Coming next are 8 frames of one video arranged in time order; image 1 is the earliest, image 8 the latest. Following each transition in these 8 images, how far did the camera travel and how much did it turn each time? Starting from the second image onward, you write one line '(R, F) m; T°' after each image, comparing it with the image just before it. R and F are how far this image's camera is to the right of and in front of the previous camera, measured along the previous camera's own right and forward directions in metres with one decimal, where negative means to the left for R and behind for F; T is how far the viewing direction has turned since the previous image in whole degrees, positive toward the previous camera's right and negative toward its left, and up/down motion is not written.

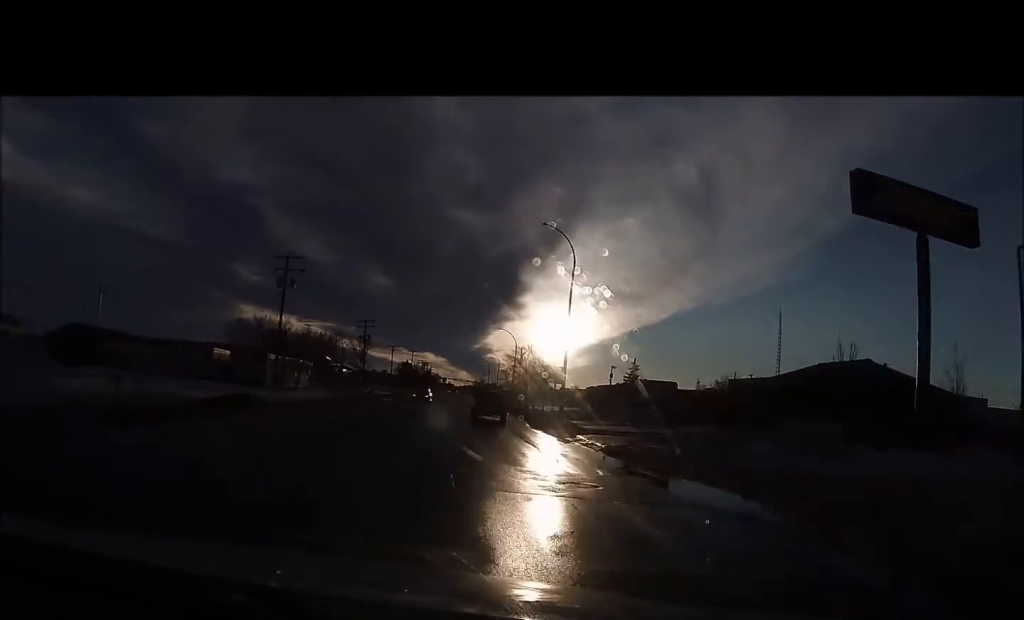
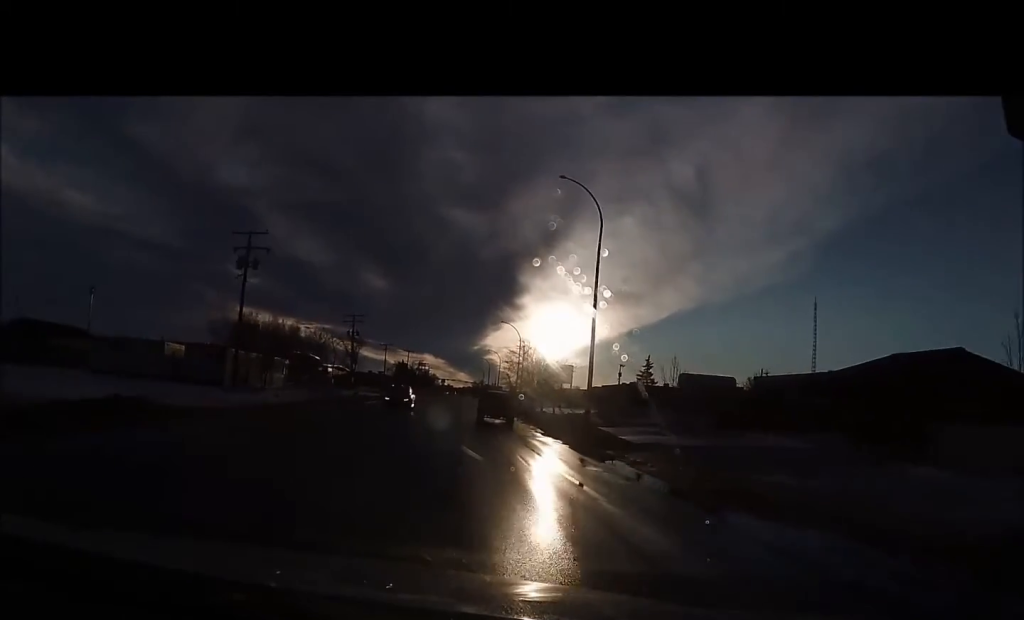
(+0.3, +10.1) m; -1°
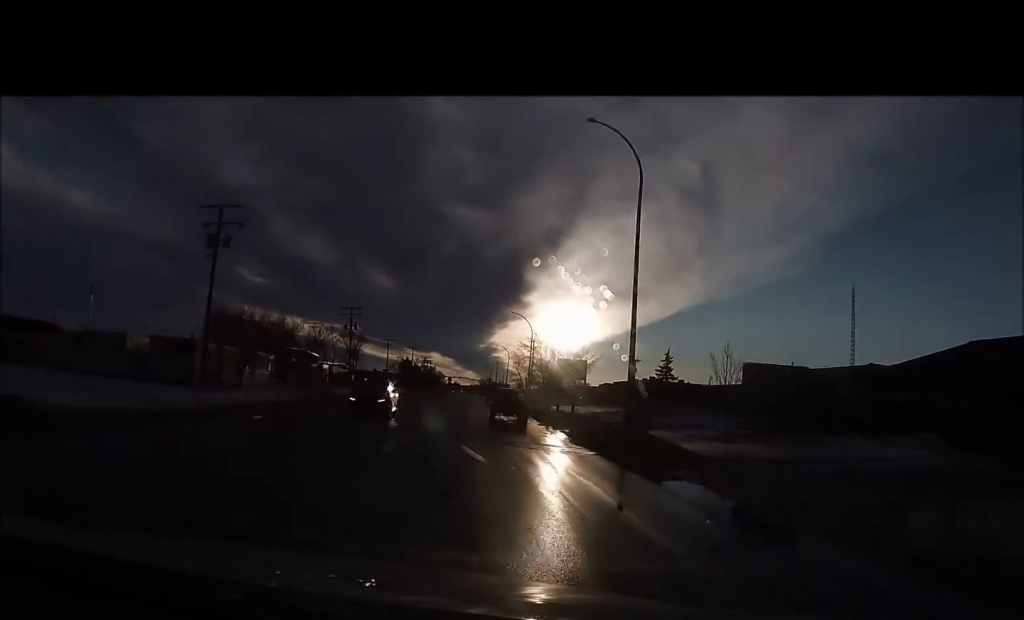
(-0.3, +7.2) m; 0°
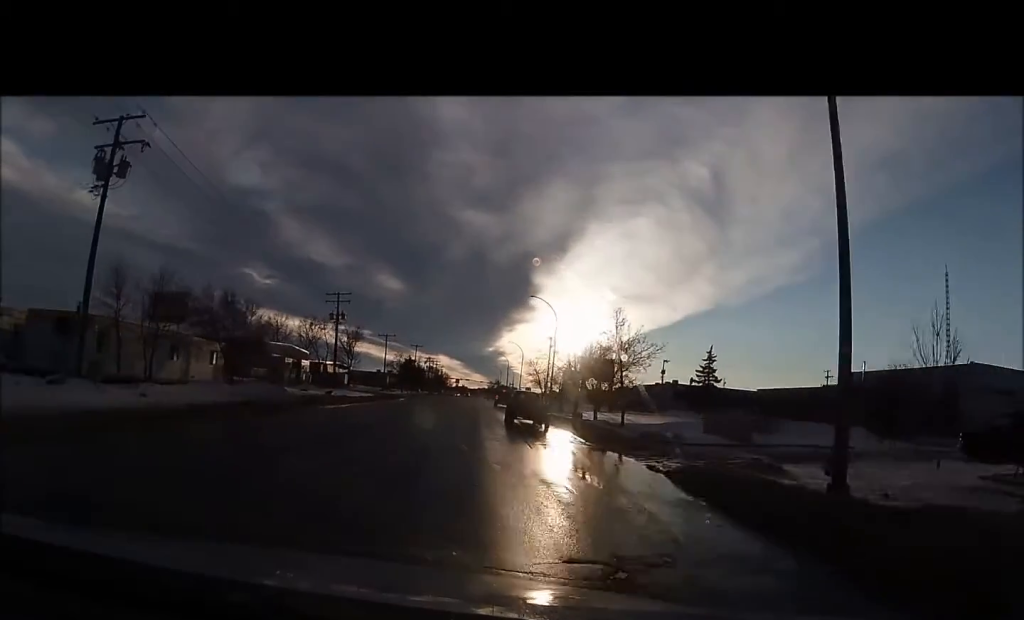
(+0.1, +15.0) m; +1°
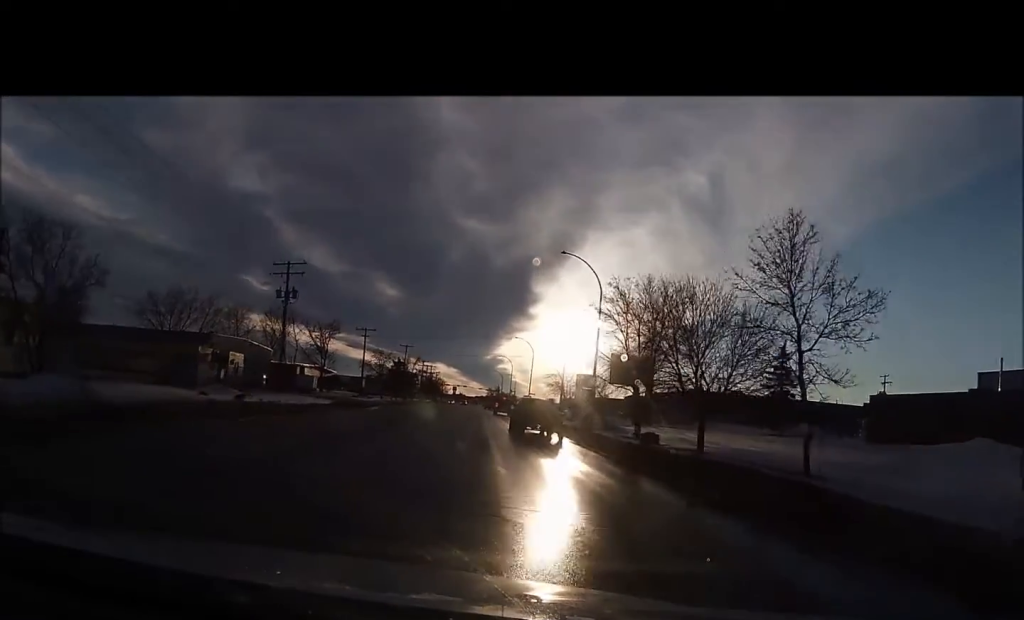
(-0.1, +21.5) m; -1°
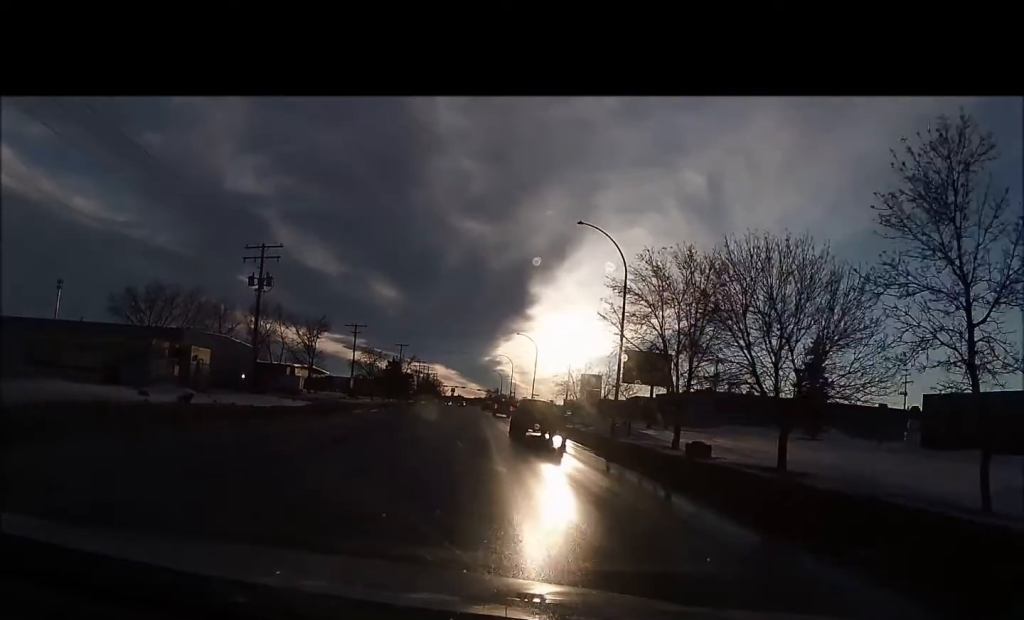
(0.0, +6.9) m; -1°
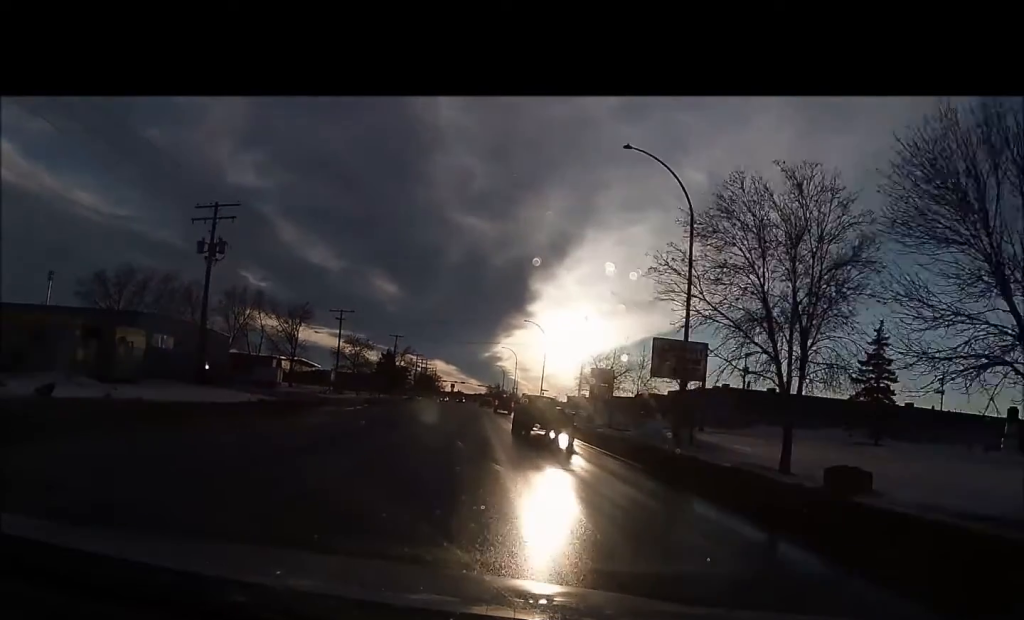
(-0.1, +10.3) m; 0°
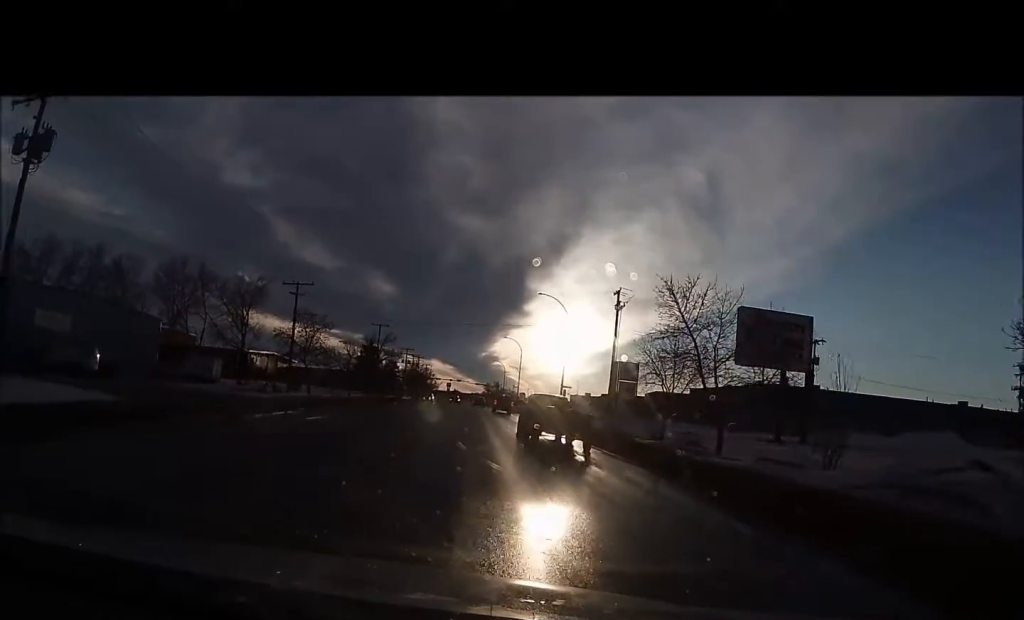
(+0.1, +19.8) m; +1°
